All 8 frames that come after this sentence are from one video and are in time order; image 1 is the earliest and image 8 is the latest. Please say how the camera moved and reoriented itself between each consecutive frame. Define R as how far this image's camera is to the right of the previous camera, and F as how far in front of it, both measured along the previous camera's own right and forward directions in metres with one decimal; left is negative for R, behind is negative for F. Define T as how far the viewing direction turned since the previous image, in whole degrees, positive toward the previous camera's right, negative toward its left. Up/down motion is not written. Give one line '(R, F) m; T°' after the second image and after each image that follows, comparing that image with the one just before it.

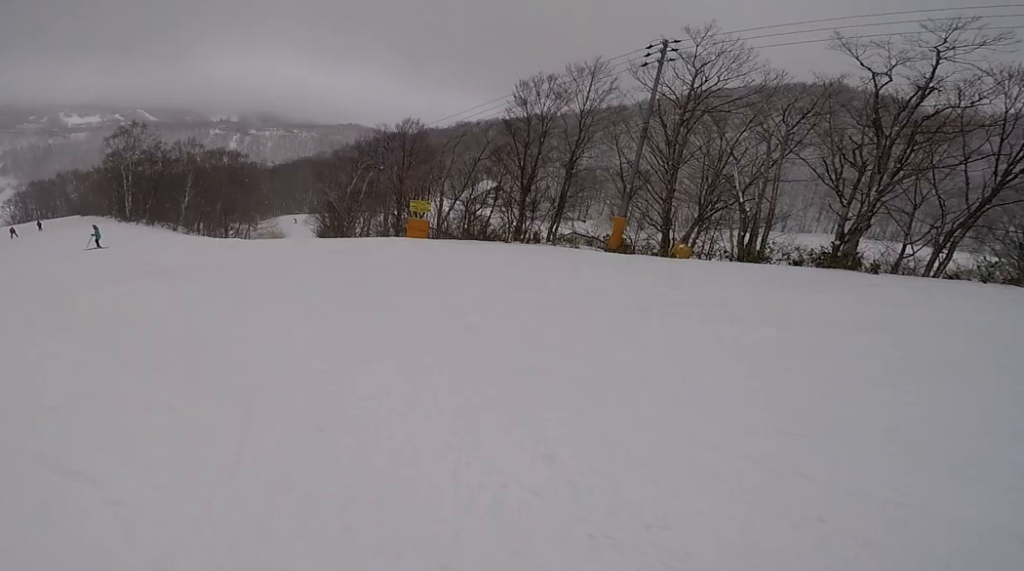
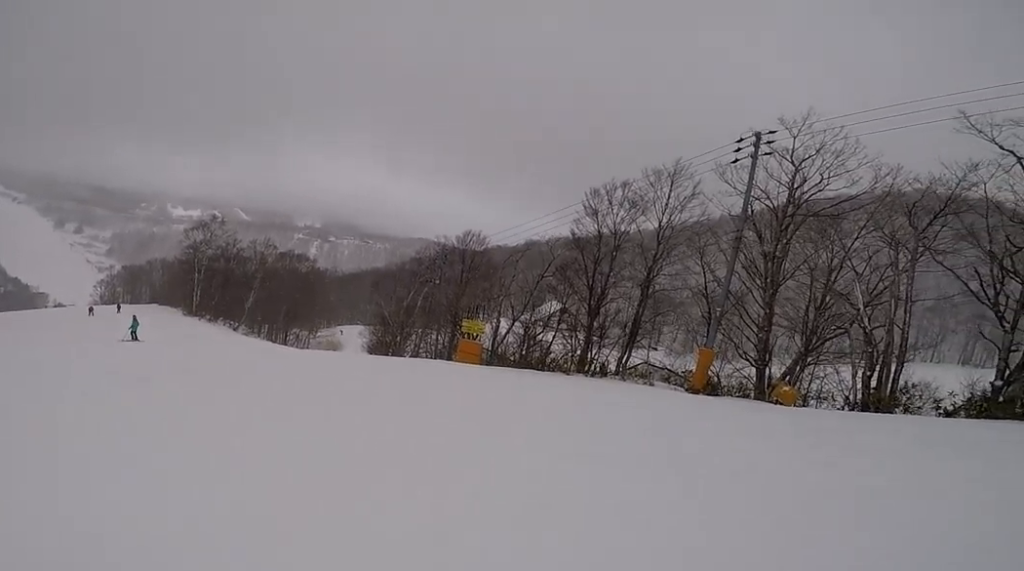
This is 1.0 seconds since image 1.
(+0.3, +3.7) m; -3°
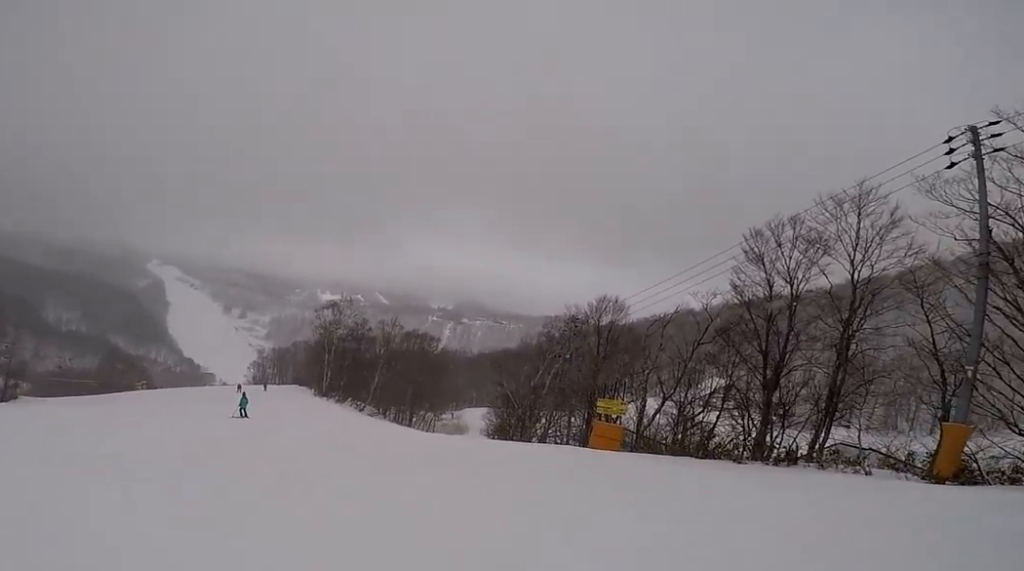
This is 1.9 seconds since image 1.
(-0.4, +3.9) m; -17°
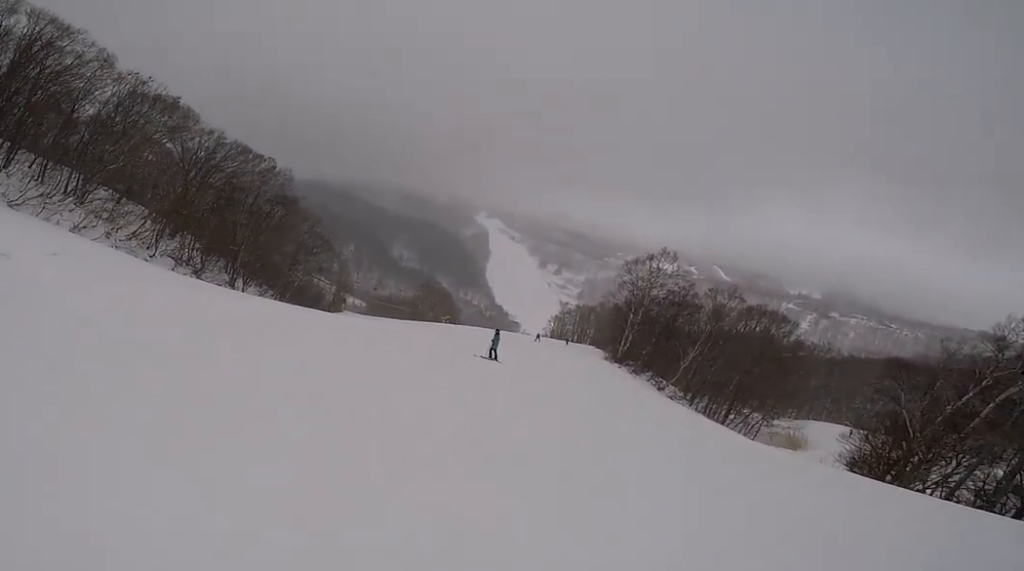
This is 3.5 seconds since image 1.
(-2.2, +6.1) m; -55°
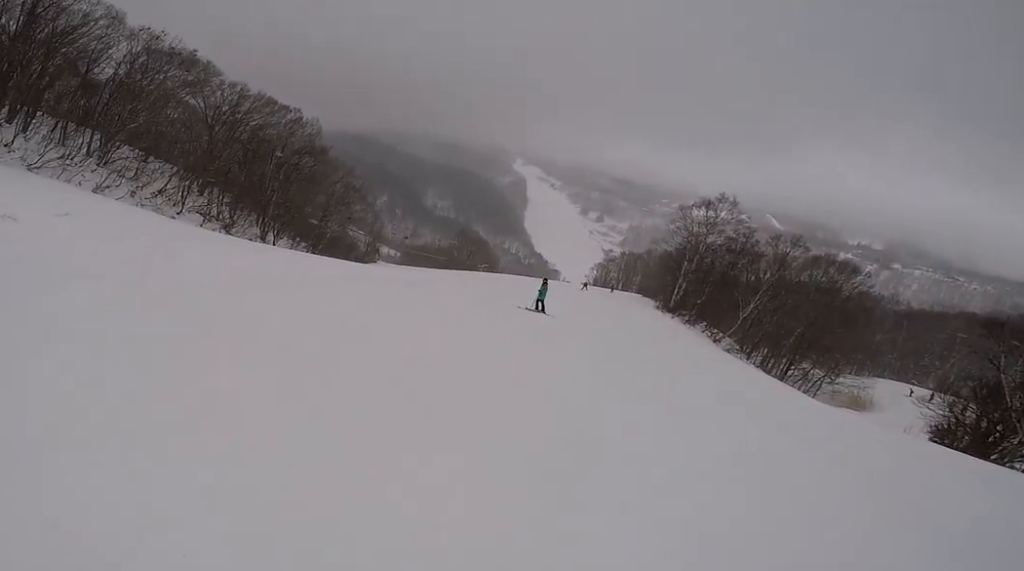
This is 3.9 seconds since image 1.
(-0.7, +1.9) m; -7°
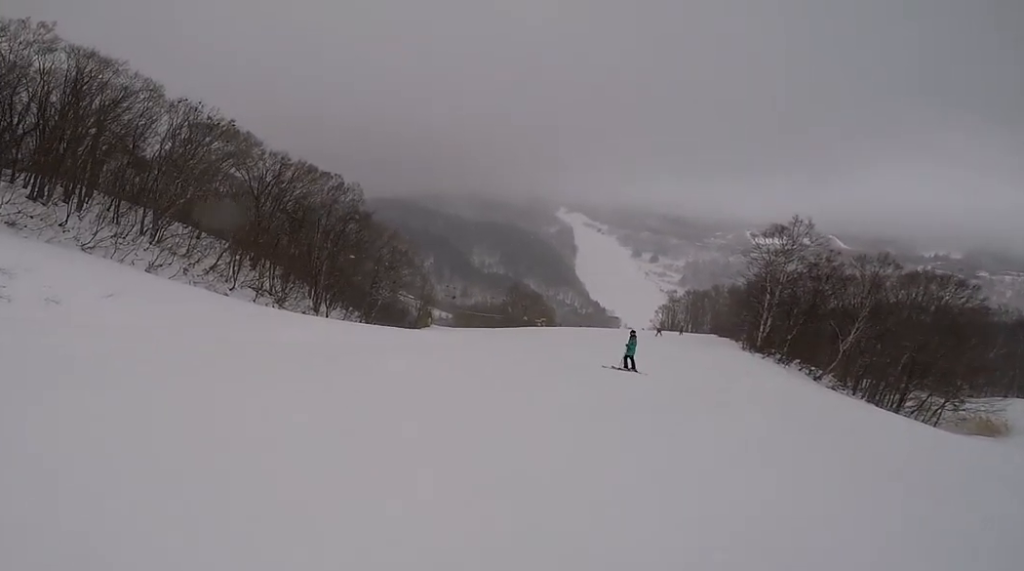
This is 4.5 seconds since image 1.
(-0.6, +2.4) m; -8°
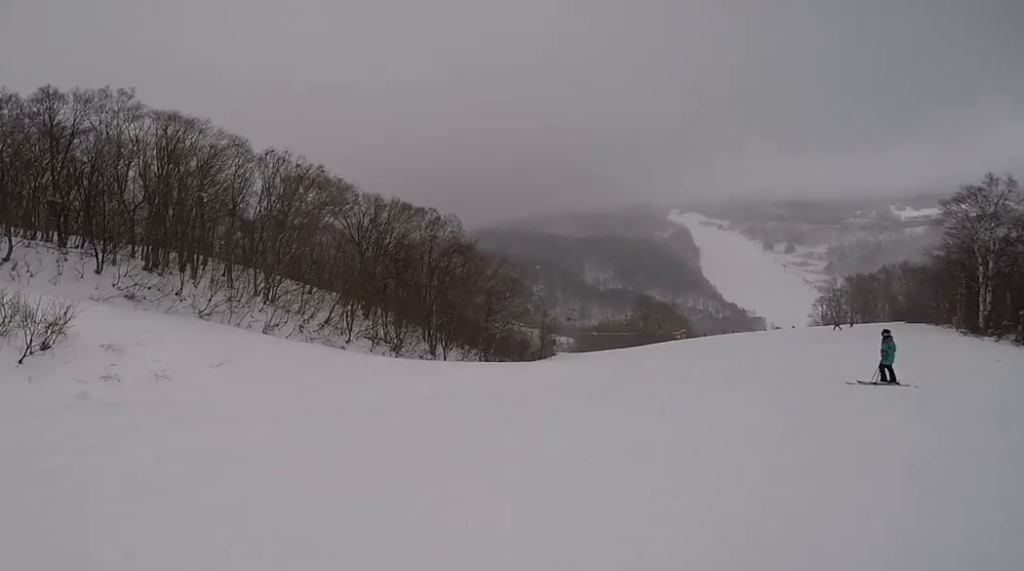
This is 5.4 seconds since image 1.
(+0.6, +3.8) m; -6°
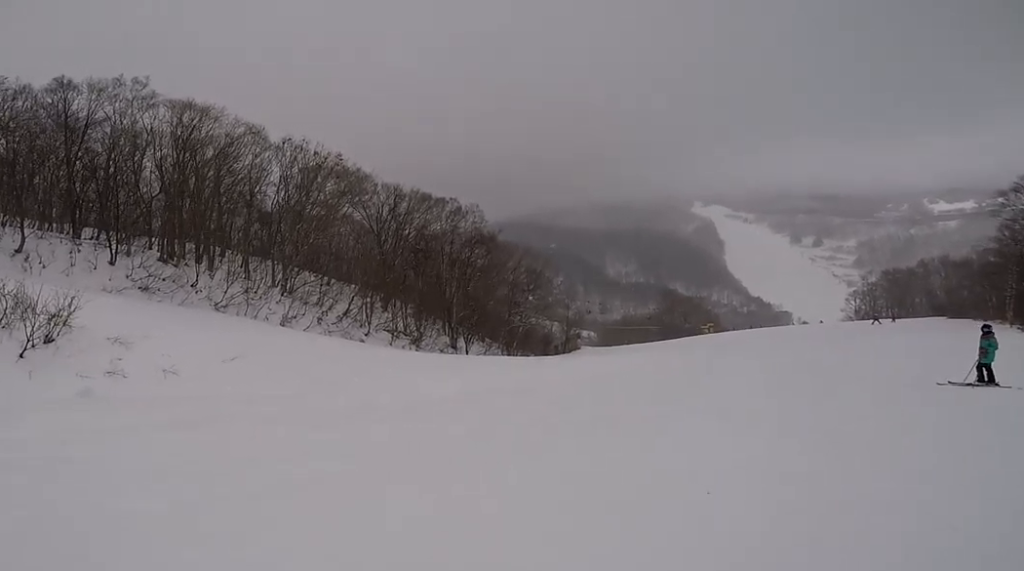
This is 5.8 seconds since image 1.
(-0.4, +1.6) m; +1°
